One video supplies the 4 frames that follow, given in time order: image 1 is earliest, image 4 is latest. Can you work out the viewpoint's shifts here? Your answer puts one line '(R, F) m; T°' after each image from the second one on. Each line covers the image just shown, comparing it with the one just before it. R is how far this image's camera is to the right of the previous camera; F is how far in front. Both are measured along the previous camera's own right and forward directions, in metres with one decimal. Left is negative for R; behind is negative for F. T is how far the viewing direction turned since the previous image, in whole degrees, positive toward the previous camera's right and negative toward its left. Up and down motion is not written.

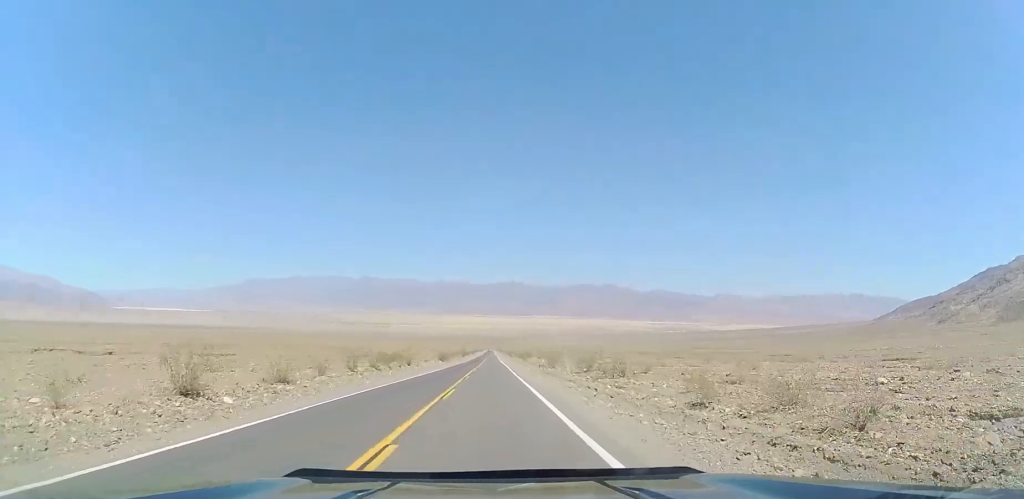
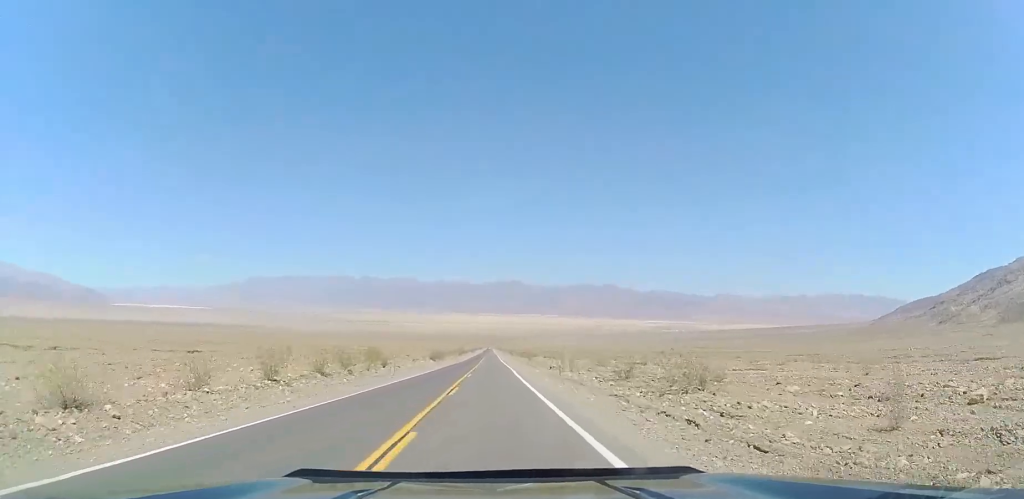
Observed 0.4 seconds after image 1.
(-0.4, +12.8) m; -1°
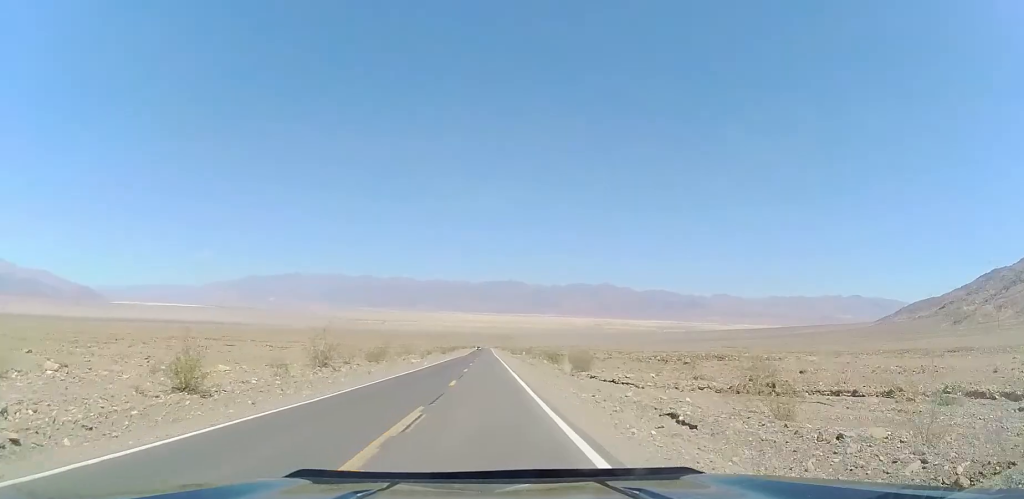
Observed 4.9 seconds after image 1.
(+2.0, +134.1) m; +2°
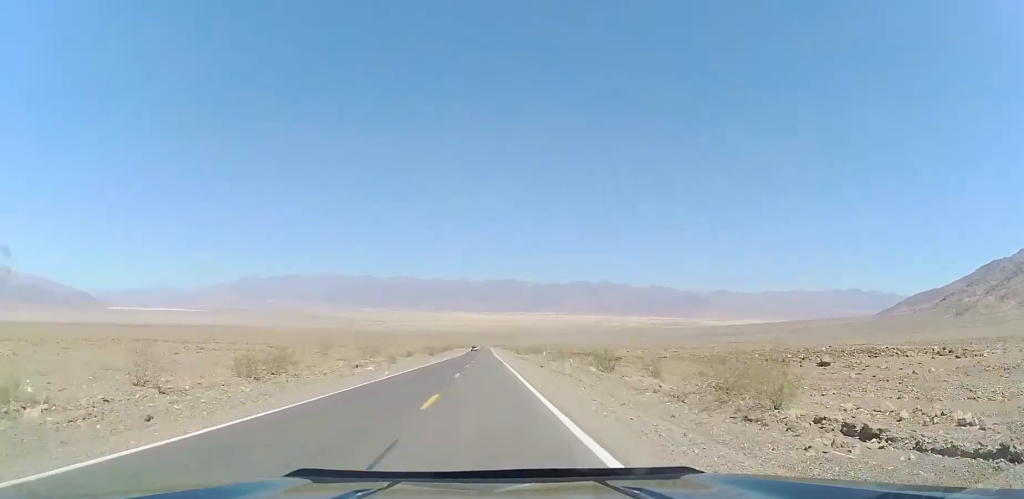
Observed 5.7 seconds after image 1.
(-0.1, +25.3) m; -1°
